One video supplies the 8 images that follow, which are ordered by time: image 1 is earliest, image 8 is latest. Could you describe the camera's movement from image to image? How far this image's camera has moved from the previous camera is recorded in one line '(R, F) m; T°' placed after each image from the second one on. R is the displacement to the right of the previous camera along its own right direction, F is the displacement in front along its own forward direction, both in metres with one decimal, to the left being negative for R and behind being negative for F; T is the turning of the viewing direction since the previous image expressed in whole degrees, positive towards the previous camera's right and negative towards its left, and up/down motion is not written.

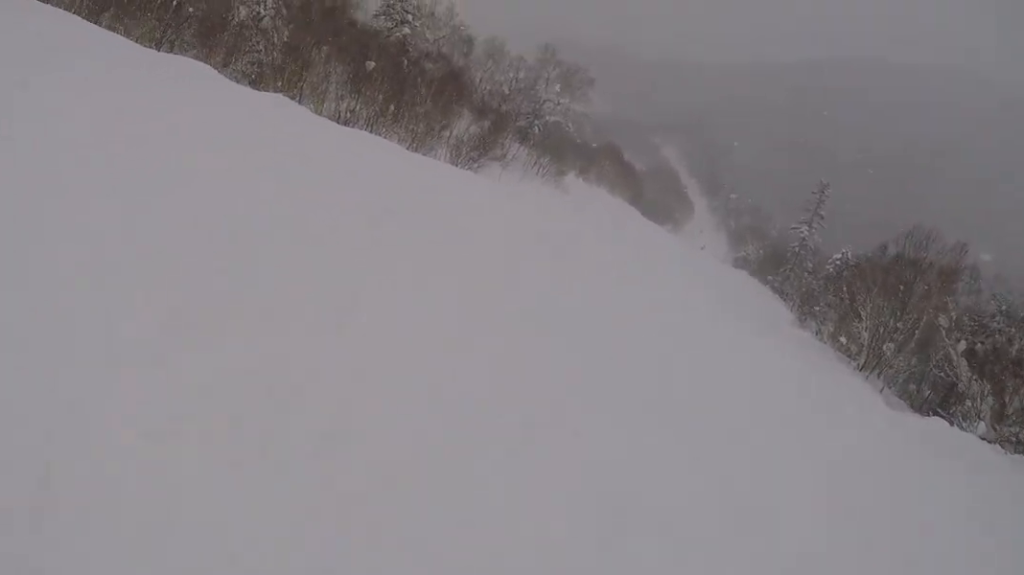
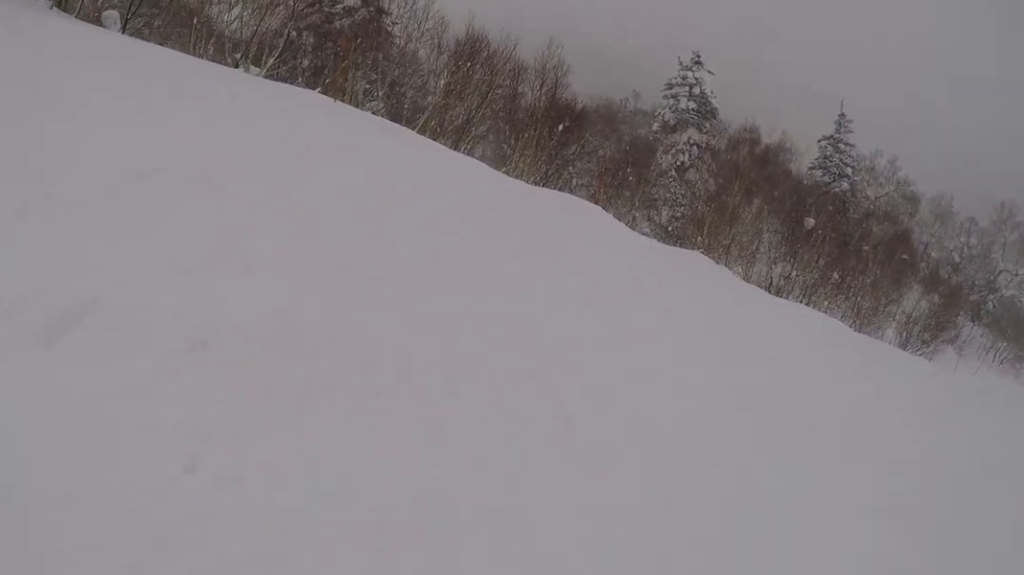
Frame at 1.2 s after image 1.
(-0.5, +6.1) m; -3°
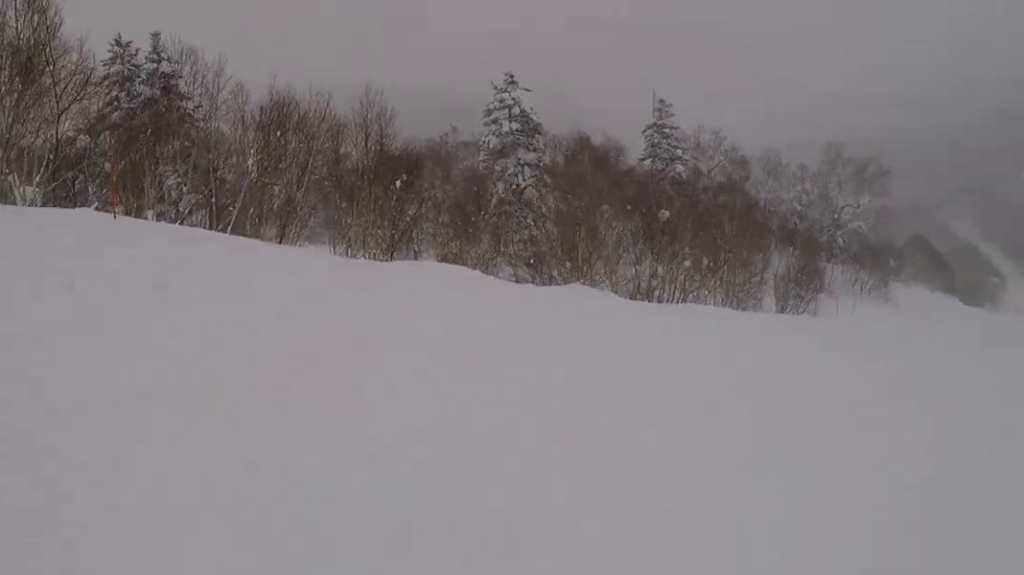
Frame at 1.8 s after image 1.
(-0.3, +3.2) m; +9°
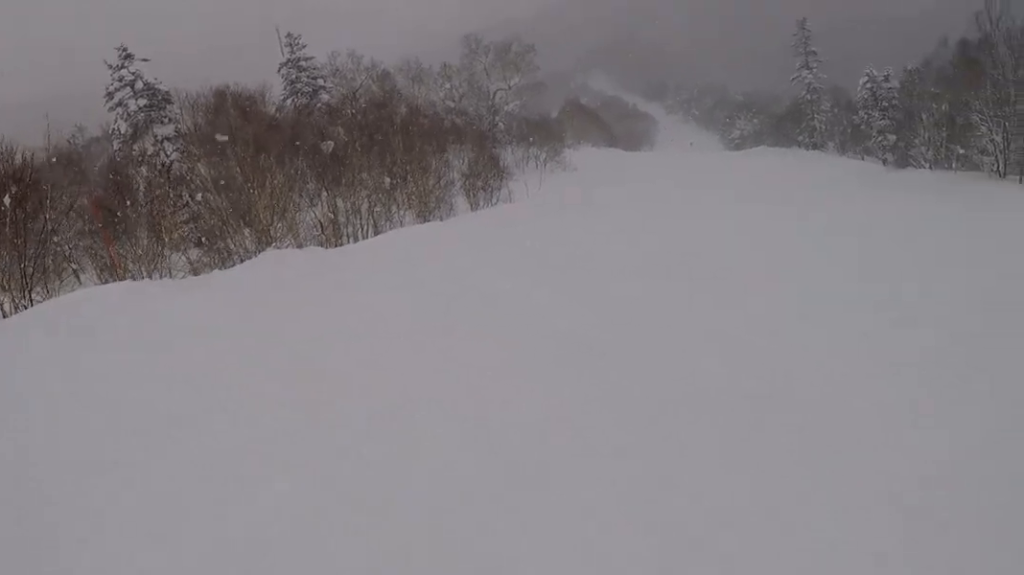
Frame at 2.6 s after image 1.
(+0.5, +3.4) m; +43°
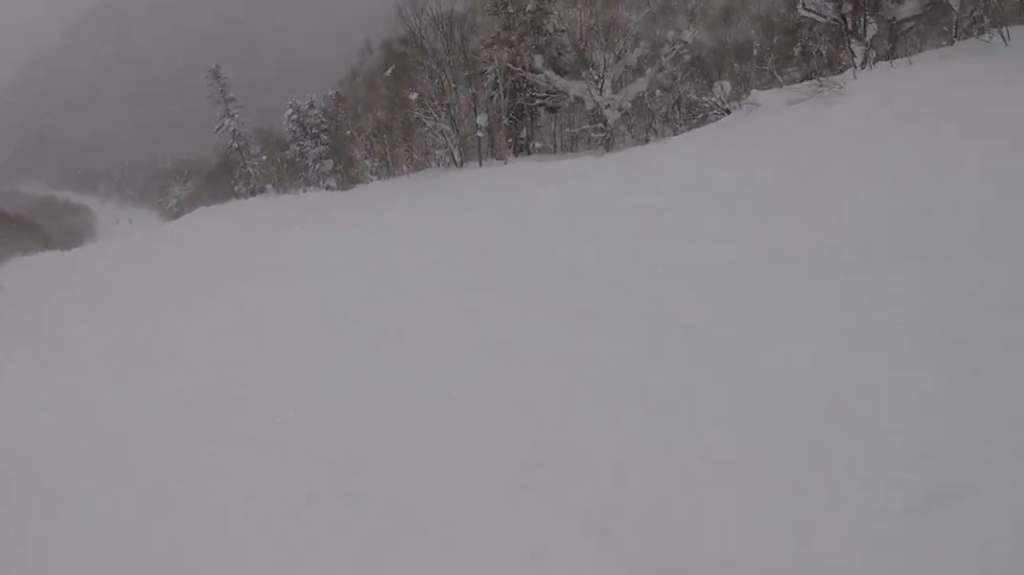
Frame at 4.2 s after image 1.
(+4.5, +7.4) m; +30°
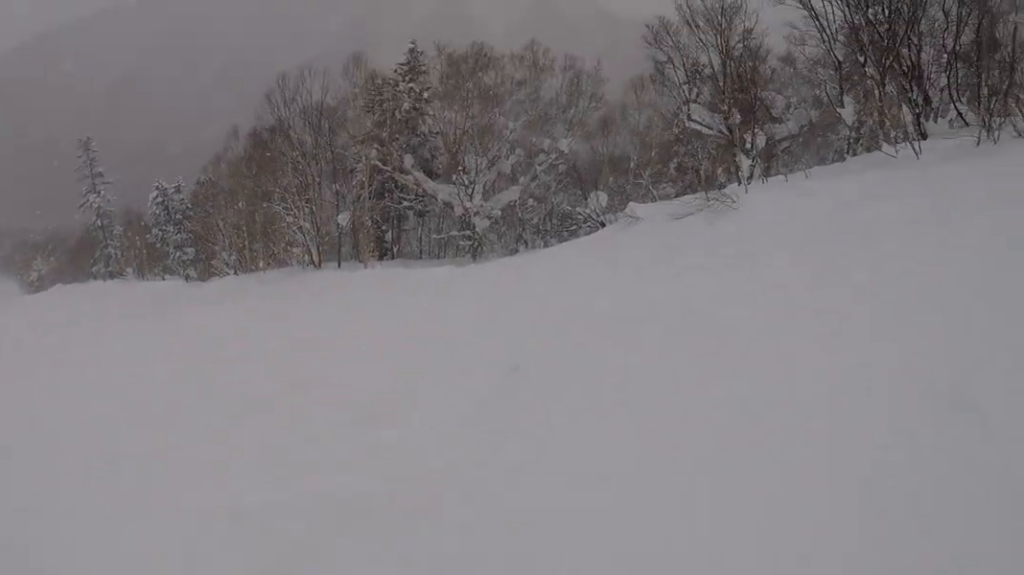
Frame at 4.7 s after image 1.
(-0.3, +3.0) m; -4°
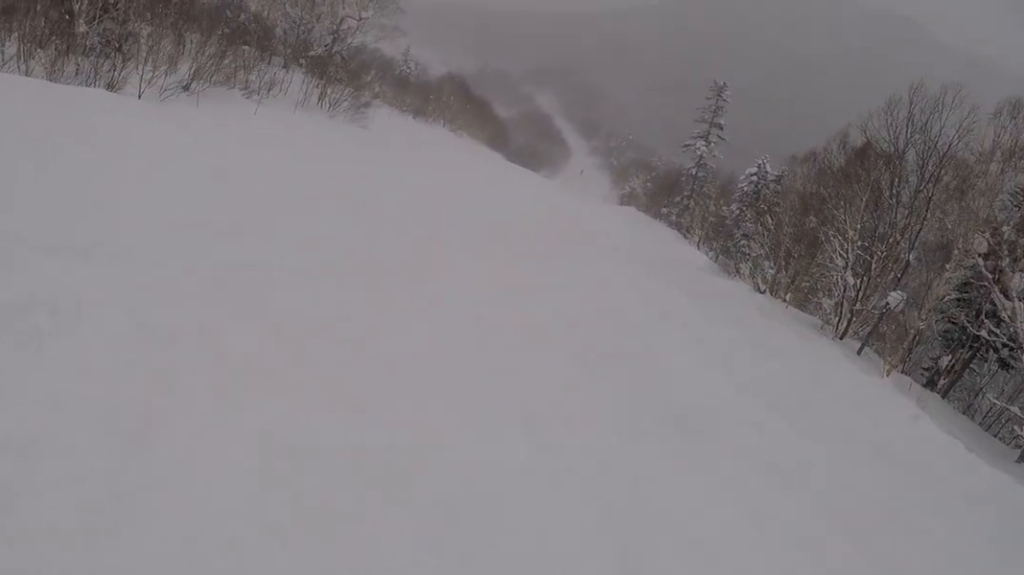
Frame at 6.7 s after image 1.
(-3.2, +9.1) m; -55°
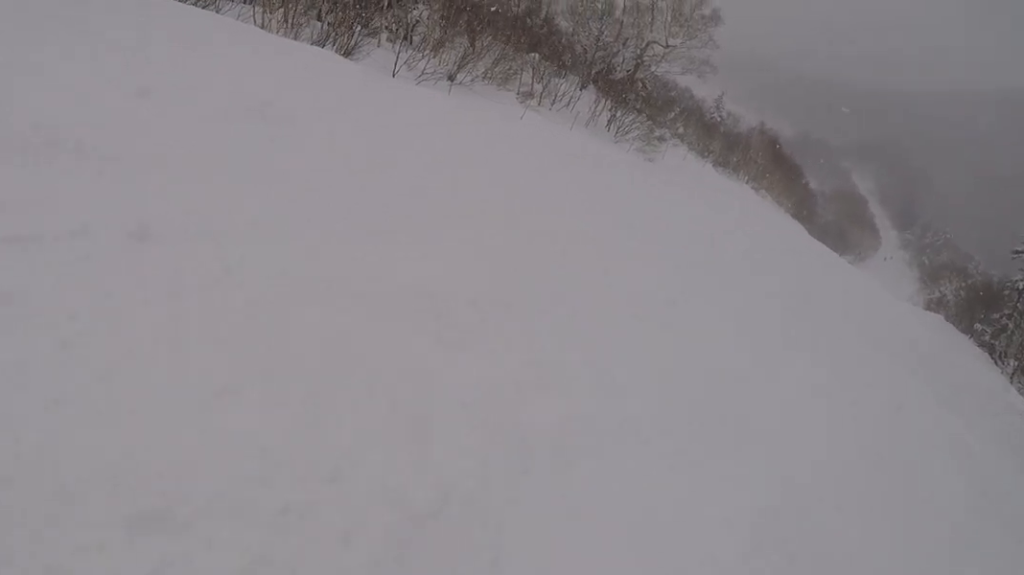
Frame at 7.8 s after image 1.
(-1.9, +5.6) m; -36°
